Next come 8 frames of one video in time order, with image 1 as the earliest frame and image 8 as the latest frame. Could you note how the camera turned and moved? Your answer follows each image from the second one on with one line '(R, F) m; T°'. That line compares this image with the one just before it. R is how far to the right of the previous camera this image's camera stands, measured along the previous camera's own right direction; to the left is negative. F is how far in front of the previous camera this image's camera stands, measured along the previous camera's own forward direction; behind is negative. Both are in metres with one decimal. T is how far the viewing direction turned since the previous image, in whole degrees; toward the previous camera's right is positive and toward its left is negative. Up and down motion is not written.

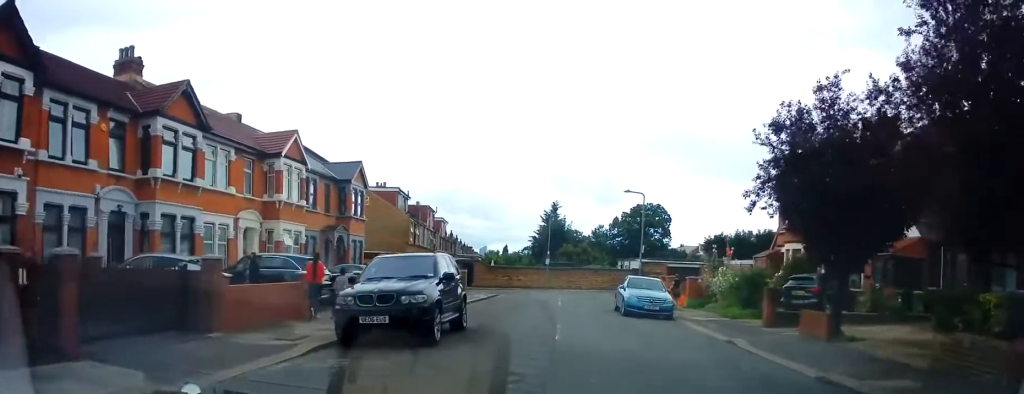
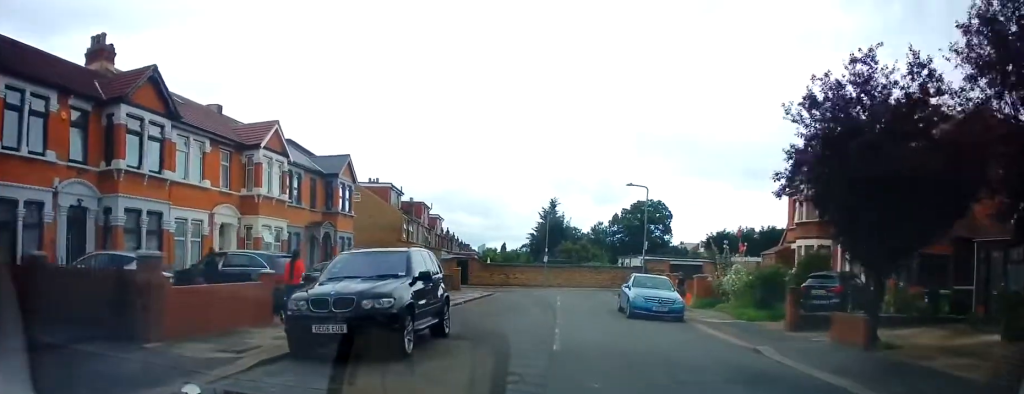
(-0.1, +1.9) m; +4°
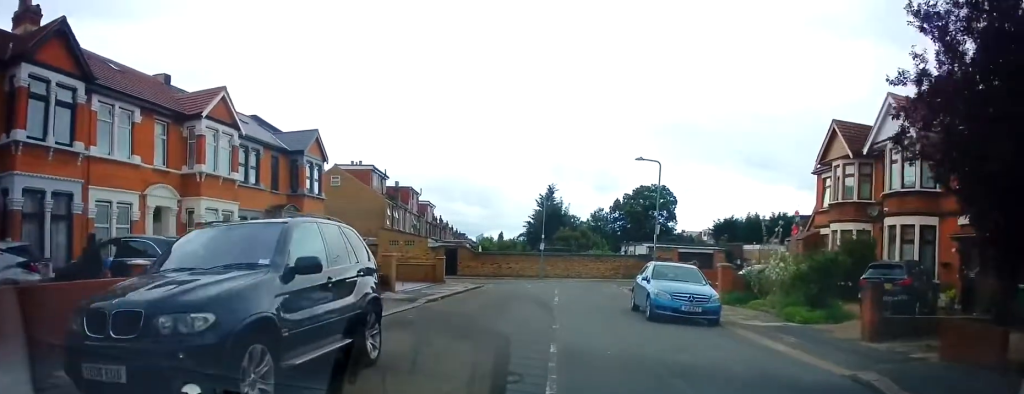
(+0.5, +4.4) m; +4°
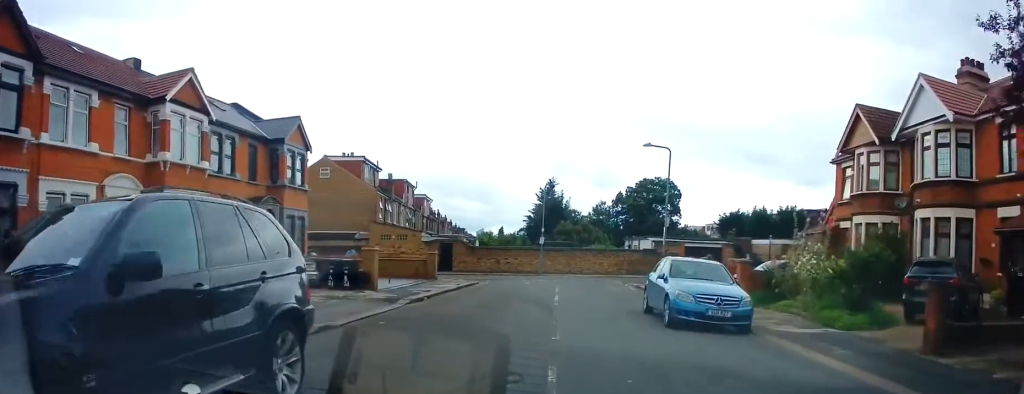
(-0.1, +2.3) m; 0°
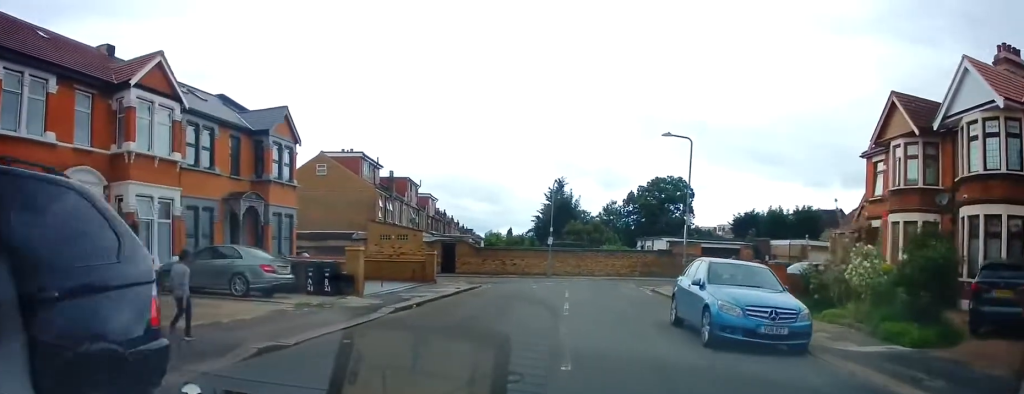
(-0.2, +2.4) m; 0°
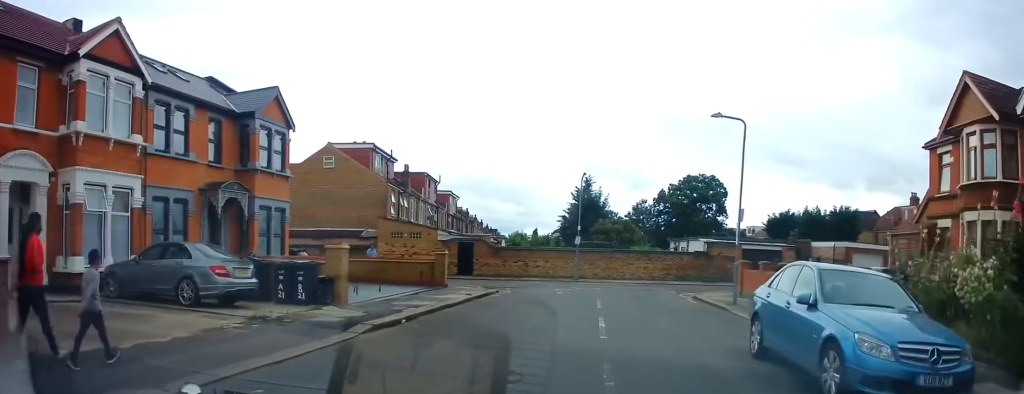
(+0.2, +3.5) m; -5°
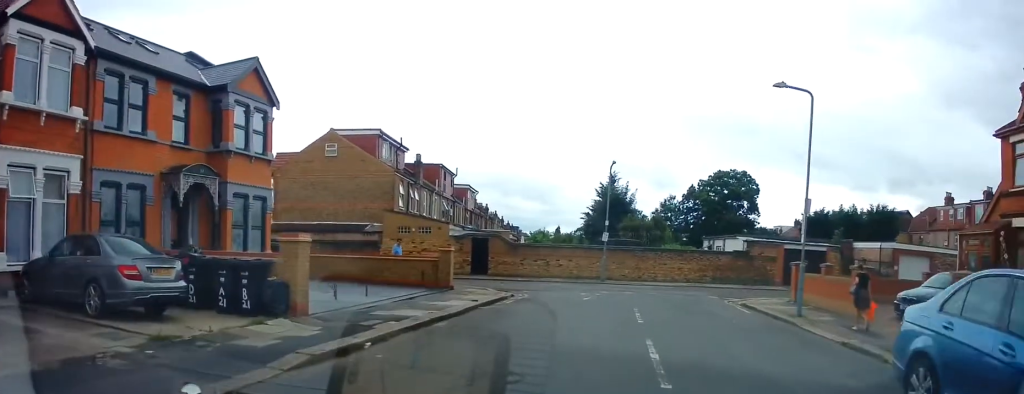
(-0.3, +3.7) m; -3°
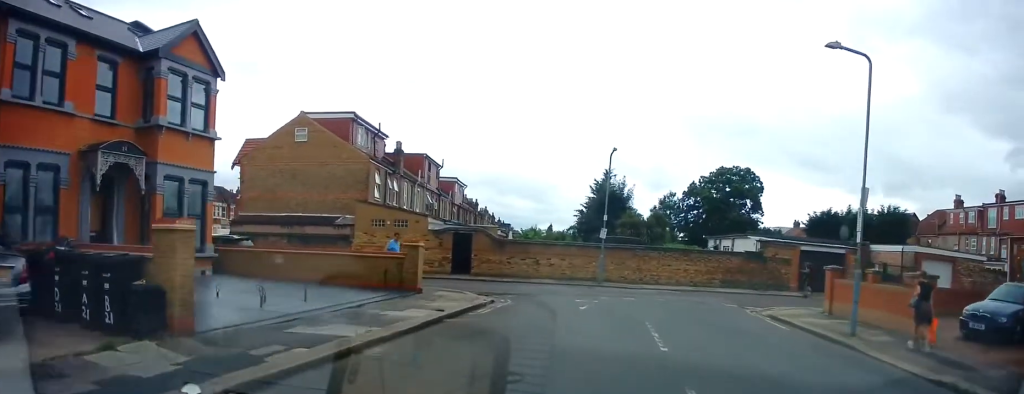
(-0.3, +3.4) m; +2°
